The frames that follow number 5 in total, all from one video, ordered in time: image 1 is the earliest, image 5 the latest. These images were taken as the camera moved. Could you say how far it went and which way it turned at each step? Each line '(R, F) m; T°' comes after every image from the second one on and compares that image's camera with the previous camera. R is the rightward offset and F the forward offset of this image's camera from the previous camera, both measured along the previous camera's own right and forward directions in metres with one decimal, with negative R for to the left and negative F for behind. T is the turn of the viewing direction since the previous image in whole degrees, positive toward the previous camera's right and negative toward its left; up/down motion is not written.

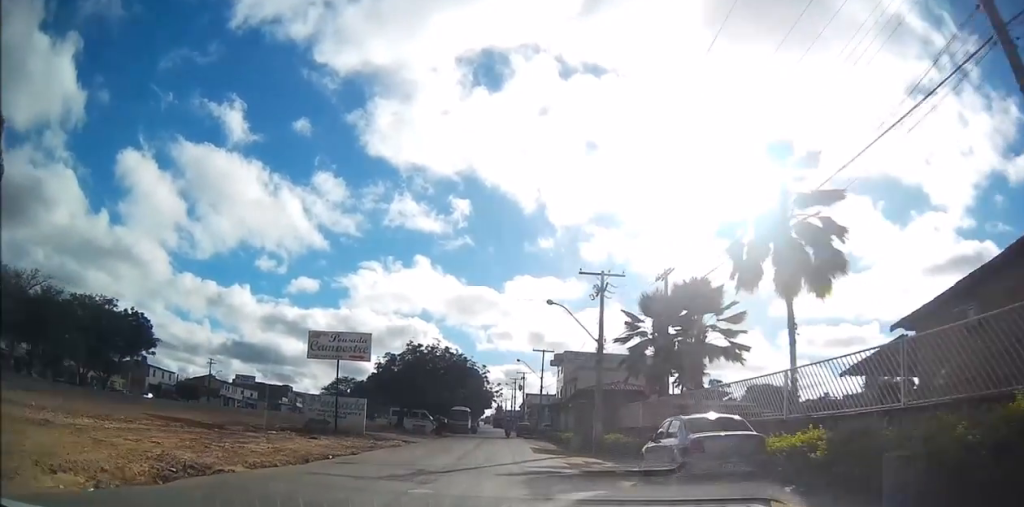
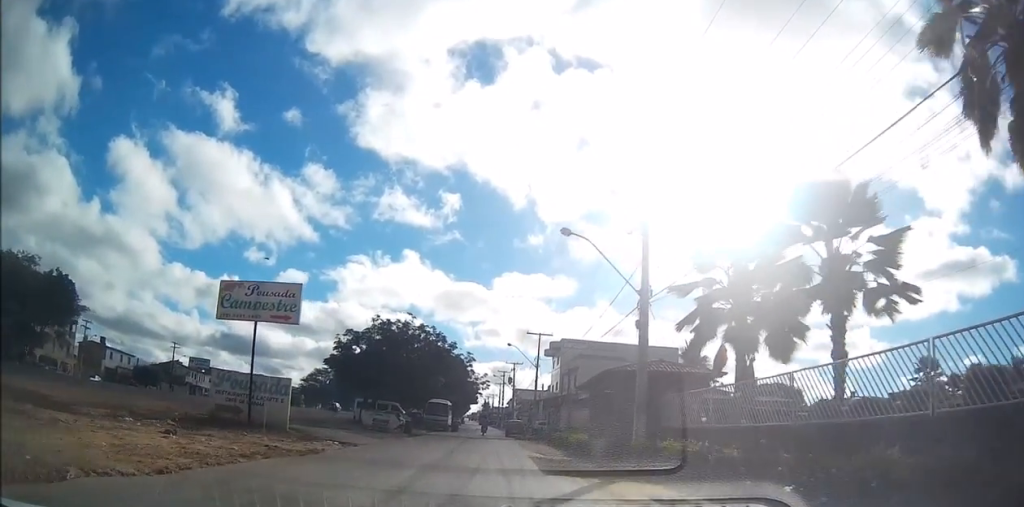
(+0.1, +11.3) m; +1°
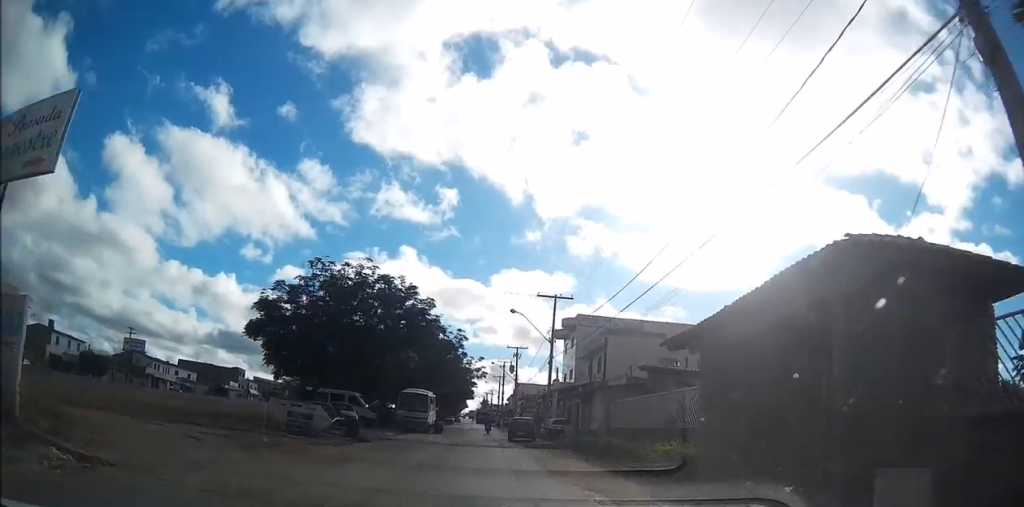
(+0.1, +15.7) m; +1°
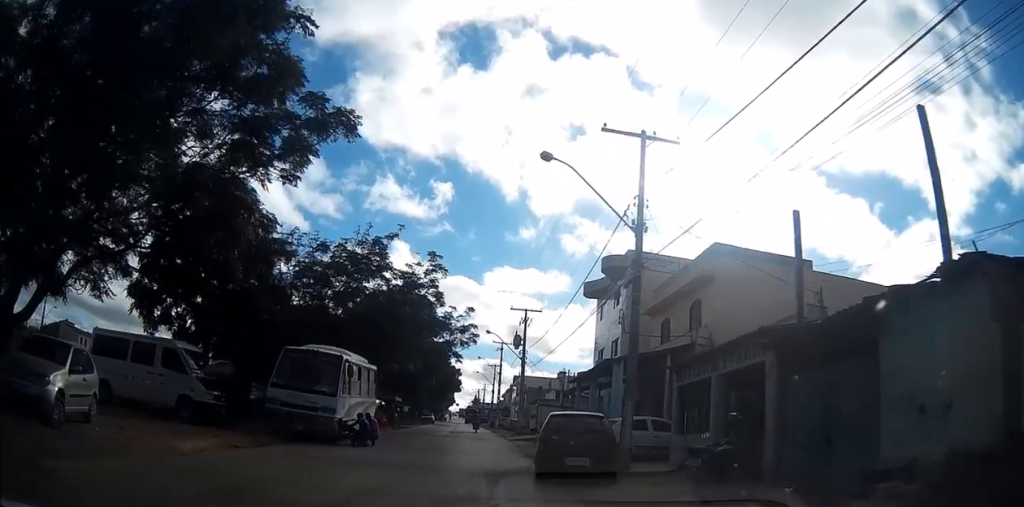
(-0.3, +25.8) m; 0°
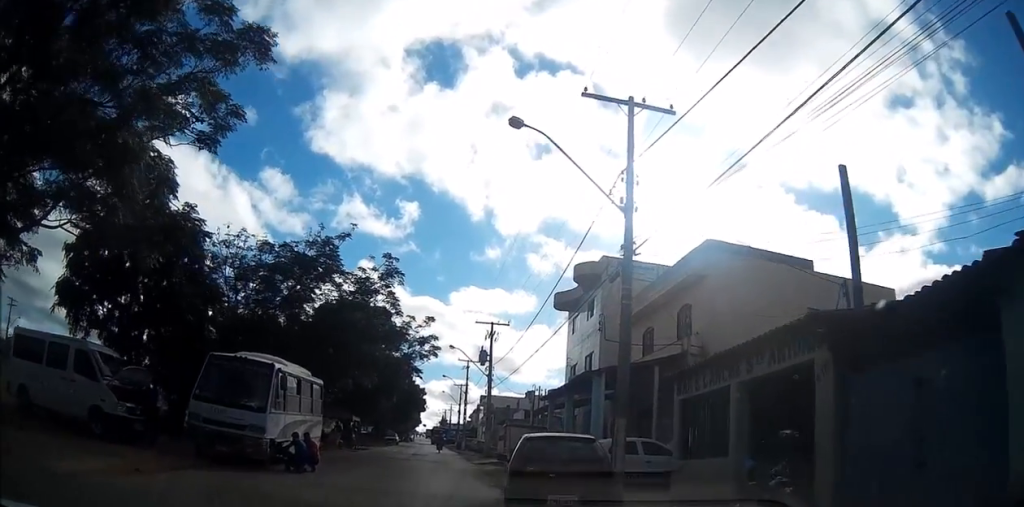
(+0.1, +4.9) m; +4°
